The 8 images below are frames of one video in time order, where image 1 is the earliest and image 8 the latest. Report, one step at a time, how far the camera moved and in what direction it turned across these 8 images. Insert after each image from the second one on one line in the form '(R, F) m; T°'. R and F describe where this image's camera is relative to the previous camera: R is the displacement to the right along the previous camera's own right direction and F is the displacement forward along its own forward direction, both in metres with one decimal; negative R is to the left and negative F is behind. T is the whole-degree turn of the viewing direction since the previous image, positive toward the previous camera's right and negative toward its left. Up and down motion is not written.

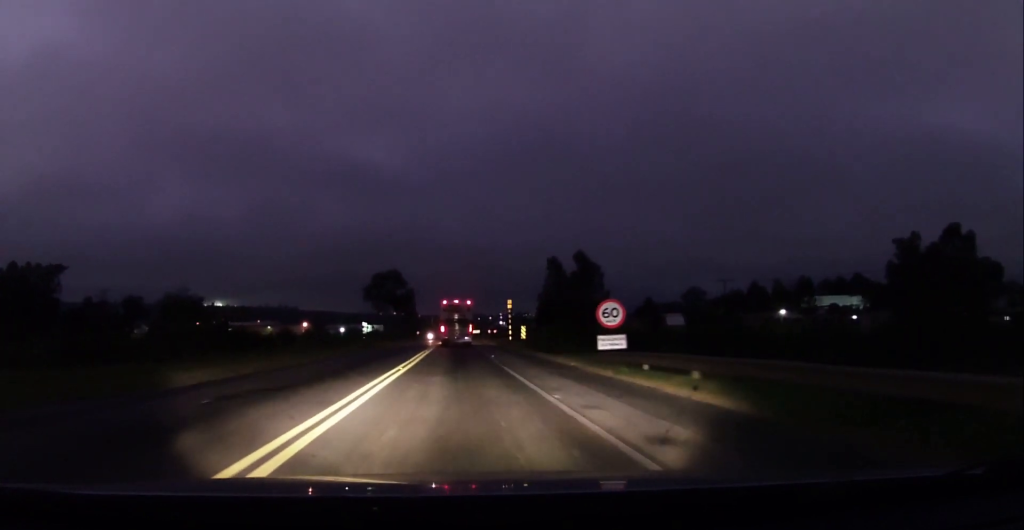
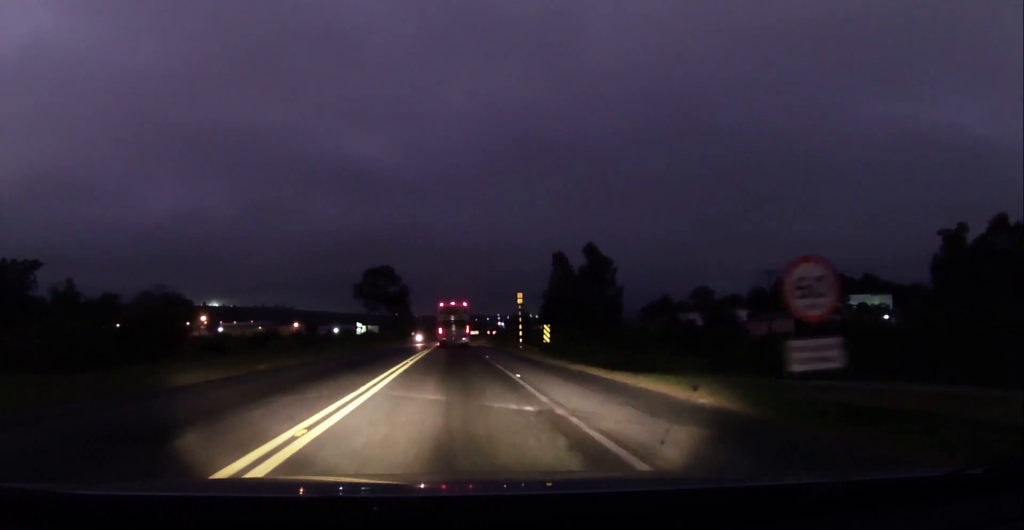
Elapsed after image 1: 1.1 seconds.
(+0.2, +13.5) m; +1°
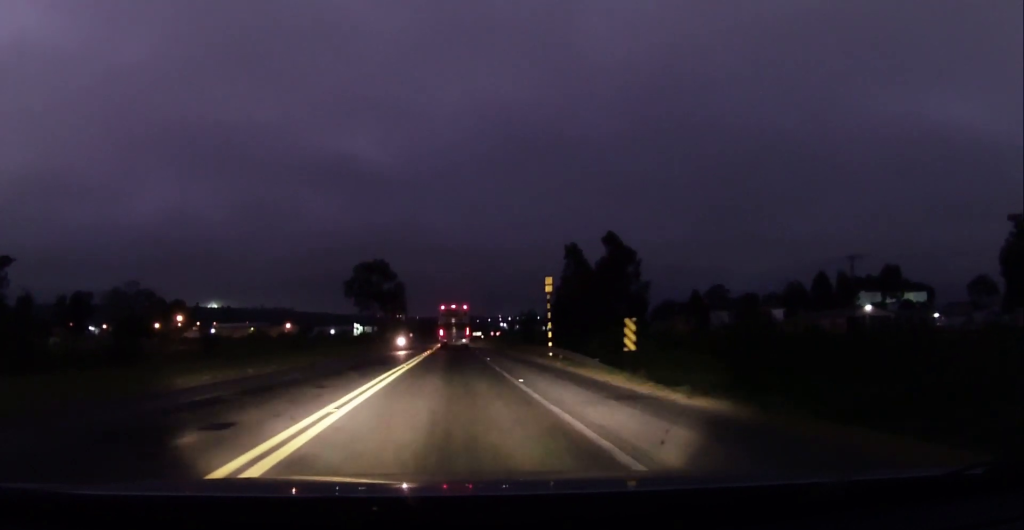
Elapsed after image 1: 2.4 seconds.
(-0.1, +16.6) m; 0°
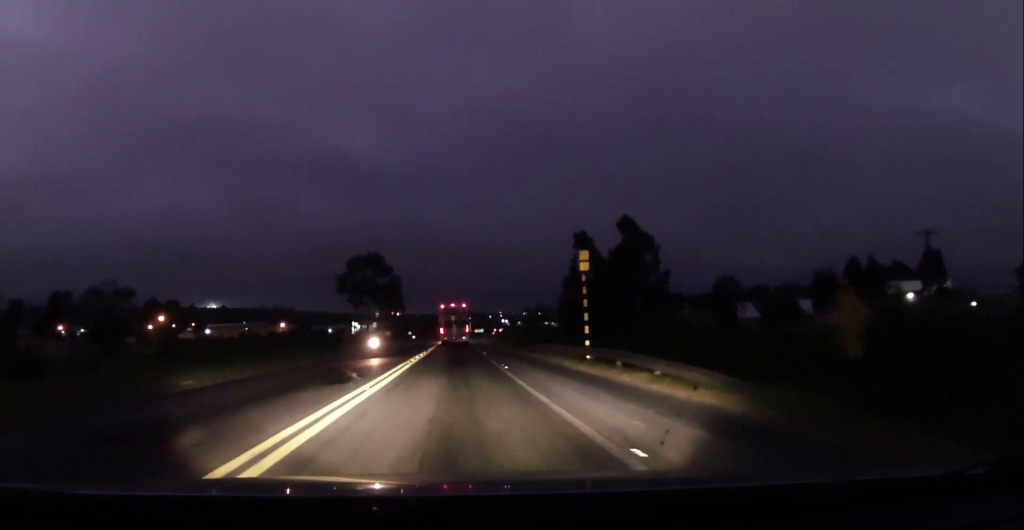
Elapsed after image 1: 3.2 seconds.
(+0.2, +10.7) m; 0°
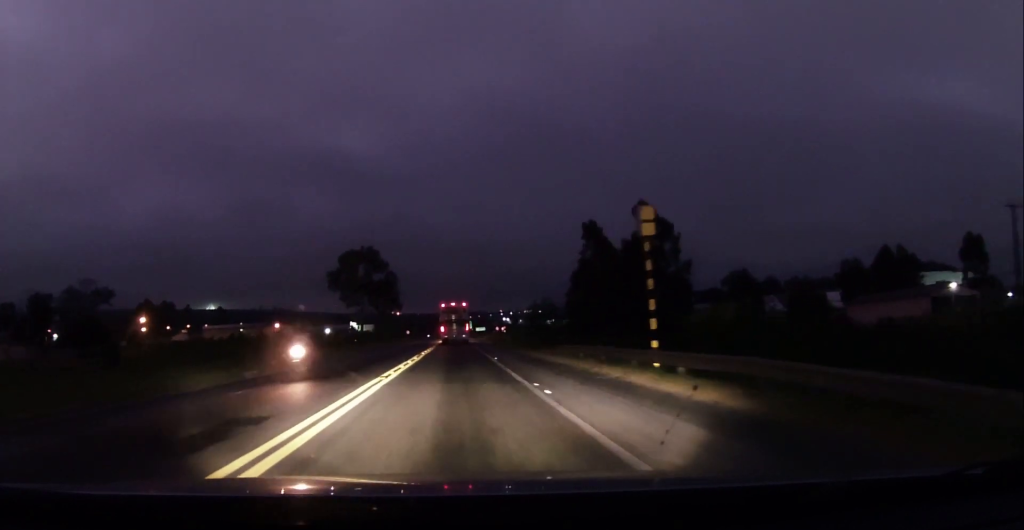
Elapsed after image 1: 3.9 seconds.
(-0.2, +9.7) m; +1°
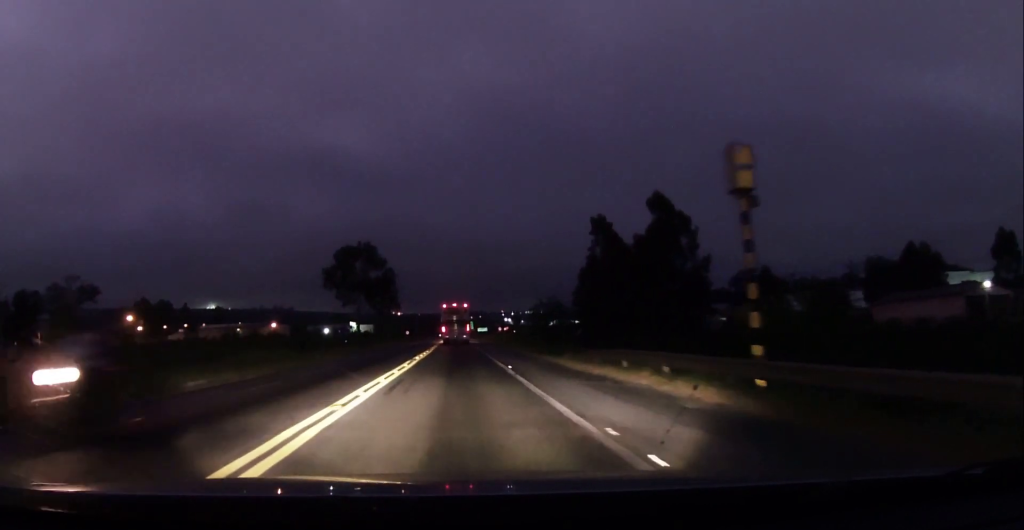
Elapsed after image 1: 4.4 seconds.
(0.0, +6.6) m; 0°
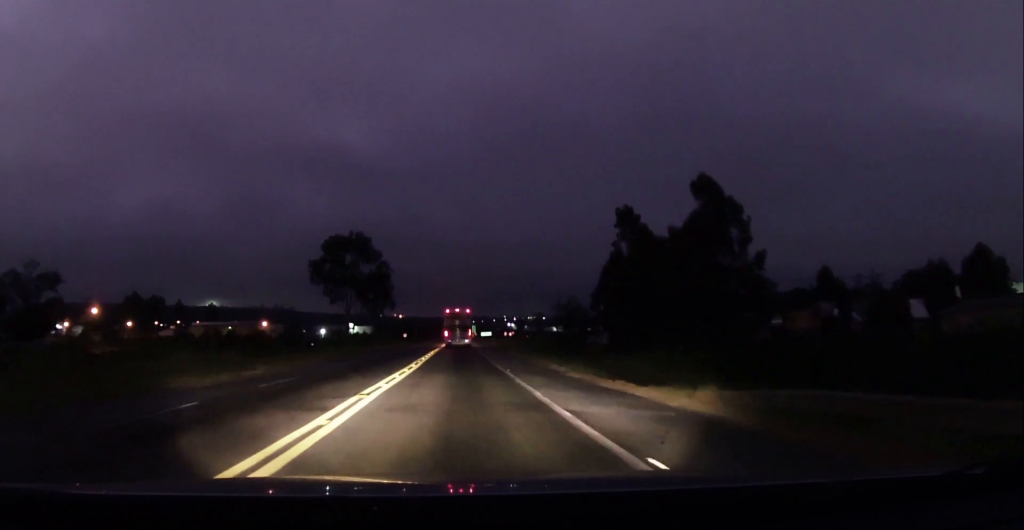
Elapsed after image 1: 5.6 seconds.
(+0.2, +15.2) m; 0°
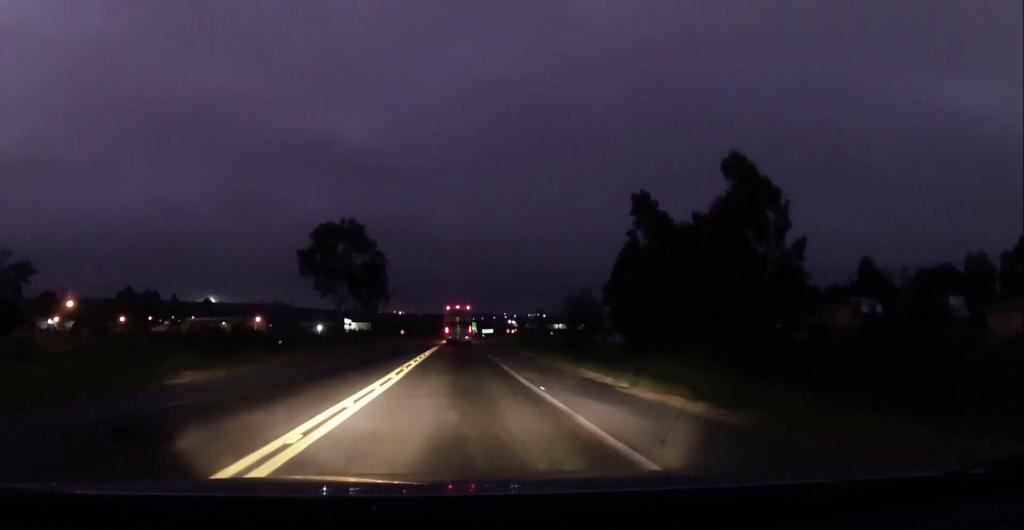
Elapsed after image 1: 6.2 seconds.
(-0.3, +8.6) m; -1°
